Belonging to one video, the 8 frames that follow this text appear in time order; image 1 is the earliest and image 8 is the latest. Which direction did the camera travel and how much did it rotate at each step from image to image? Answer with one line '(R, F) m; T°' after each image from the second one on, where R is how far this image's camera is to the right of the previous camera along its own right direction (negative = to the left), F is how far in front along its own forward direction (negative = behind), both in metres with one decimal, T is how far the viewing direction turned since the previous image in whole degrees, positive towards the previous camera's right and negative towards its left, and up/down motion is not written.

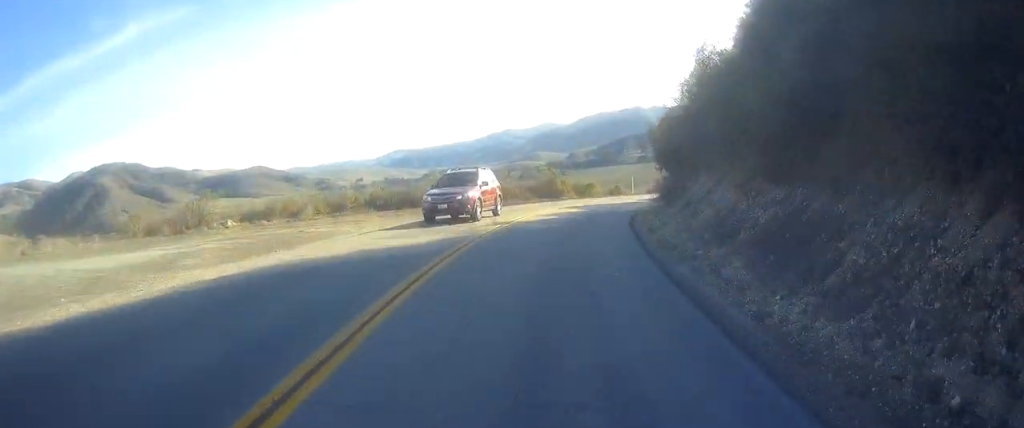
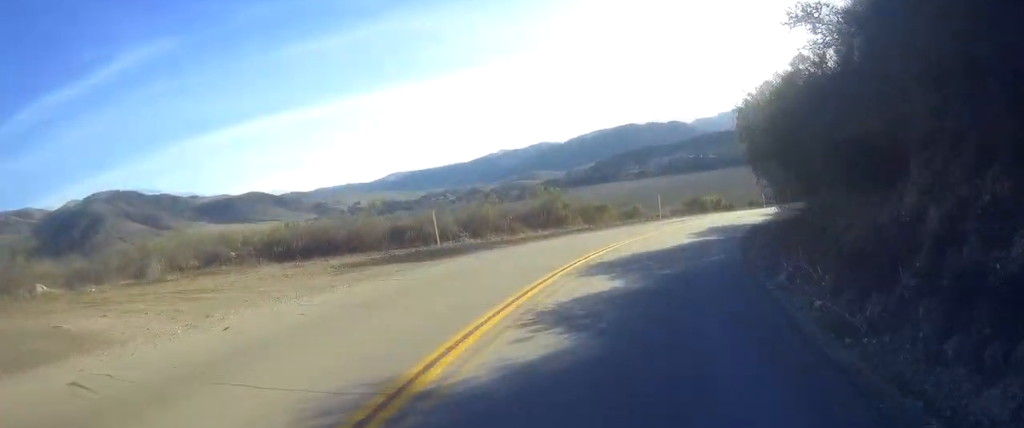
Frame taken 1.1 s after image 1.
(+1.3, +15.7) m; +9°
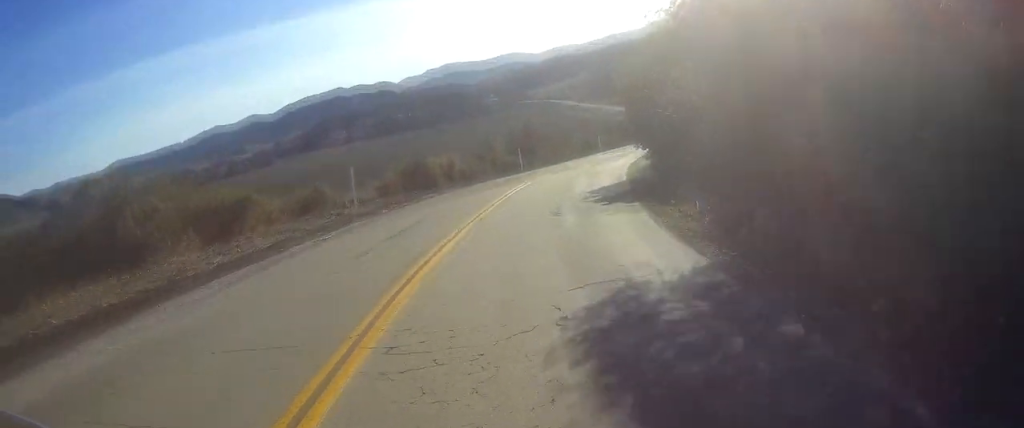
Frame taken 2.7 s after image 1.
(+2.4, +22.3) m; +14°
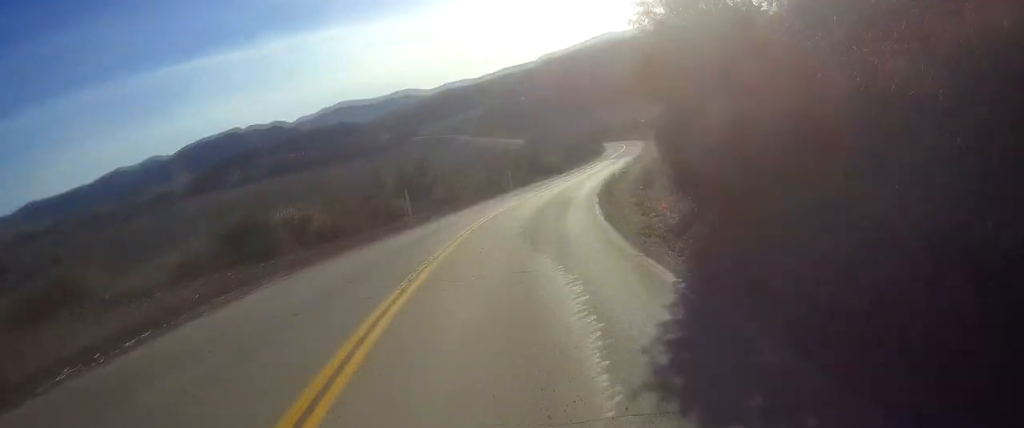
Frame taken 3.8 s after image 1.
(+1.4, +14.9) m; +9°
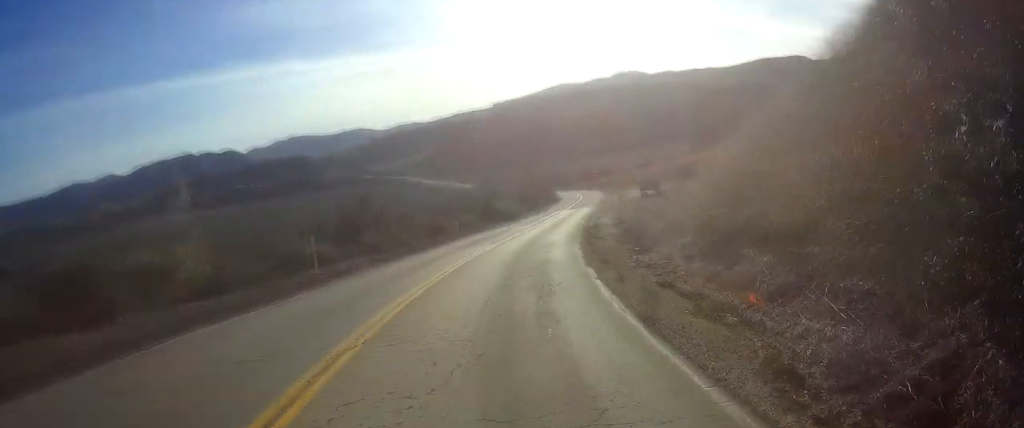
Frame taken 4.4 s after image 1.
(+0.4, +9.3) m; +5°
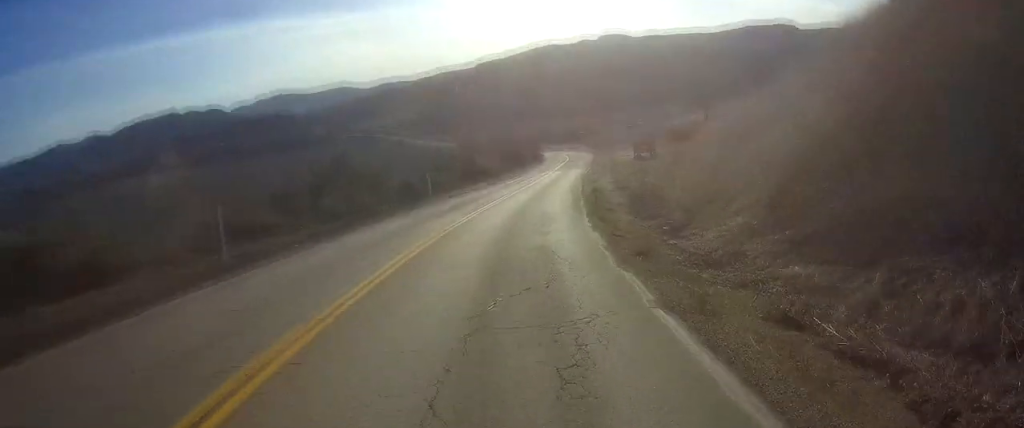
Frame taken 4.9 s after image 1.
(+0.3, +6.8) m; +4°
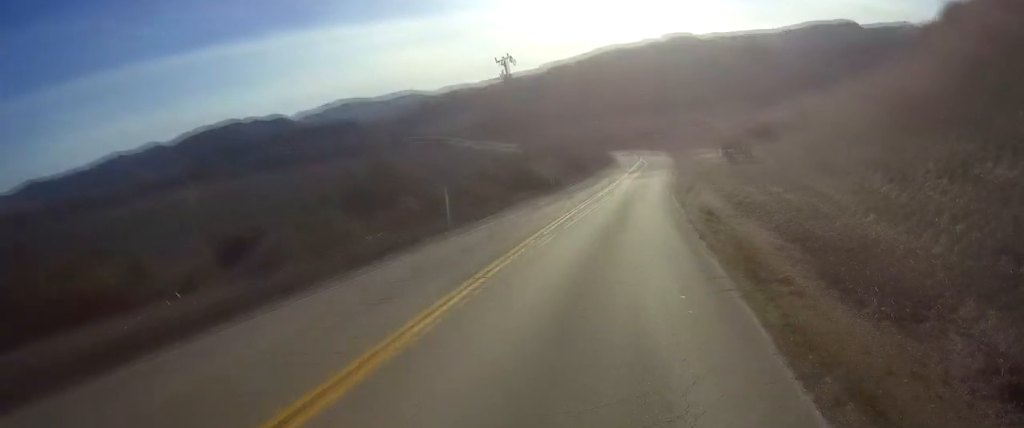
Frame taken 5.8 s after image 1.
(+1.0, +13.5) m; +6°
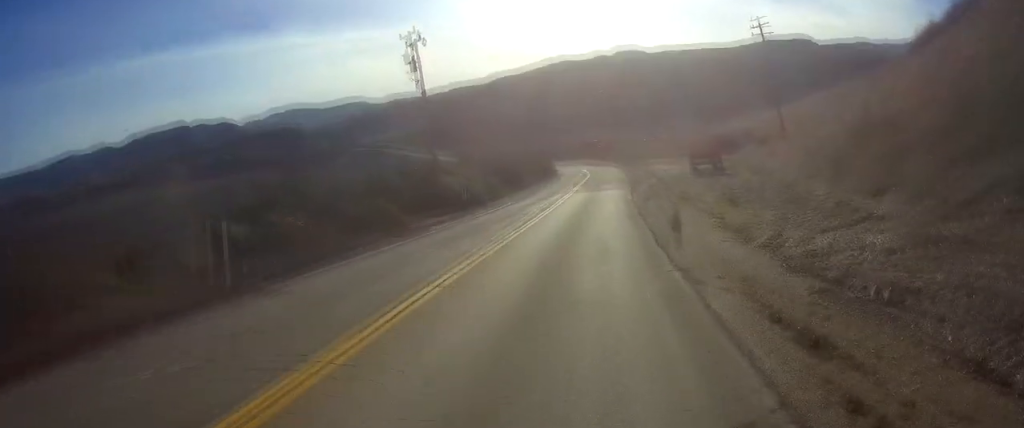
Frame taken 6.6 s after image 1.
(+0.4, +12.3) m; +2°
